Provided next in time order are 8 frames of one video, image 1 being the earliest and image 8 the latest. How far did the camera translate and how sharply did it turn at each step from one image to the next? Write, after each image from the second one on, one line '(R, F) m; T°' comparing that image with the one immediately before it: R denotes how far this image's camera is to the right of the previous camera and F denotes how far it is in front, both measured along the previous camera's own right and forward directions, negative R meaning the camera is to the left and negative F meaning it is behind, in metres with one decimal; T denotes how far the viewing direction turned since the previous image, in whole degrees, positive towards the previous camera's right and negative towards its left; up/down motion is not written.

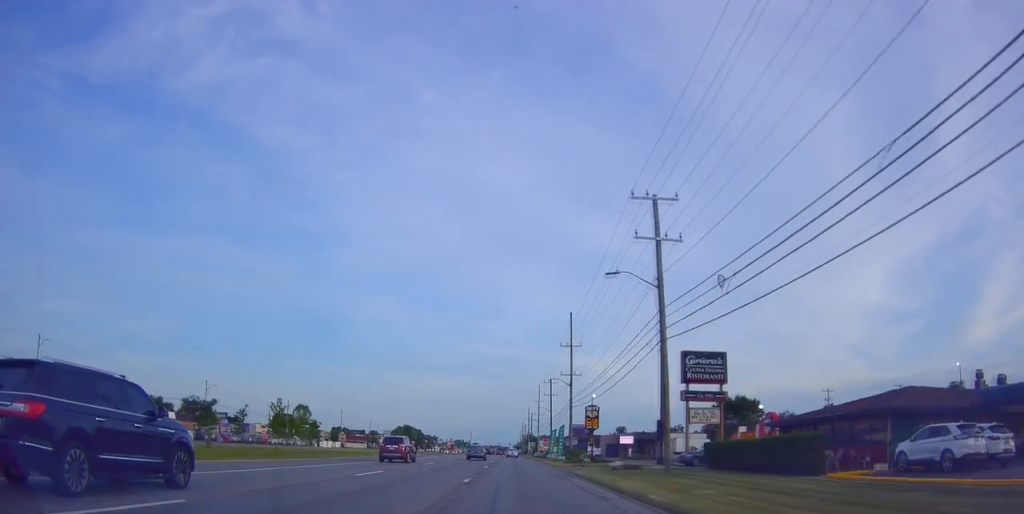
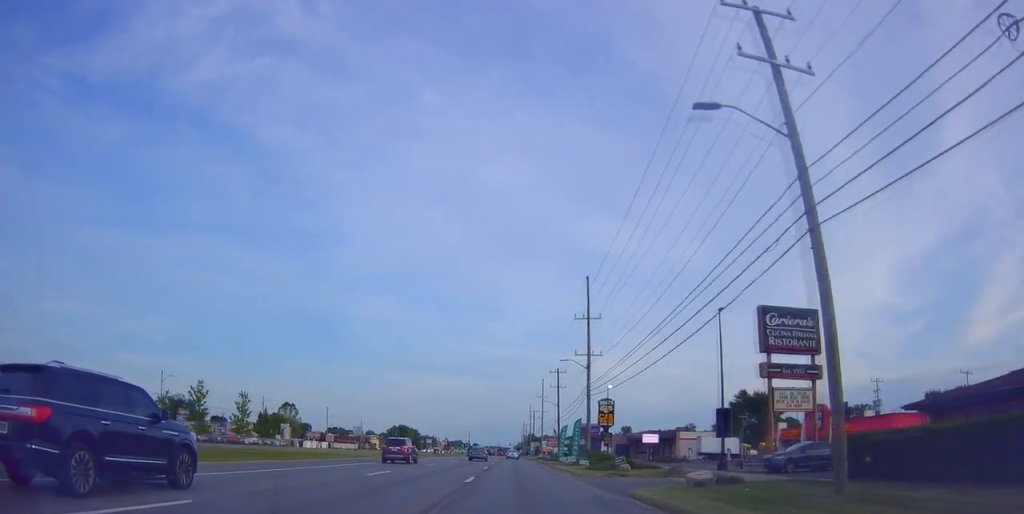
(+0.5, +15.0) m; +1°
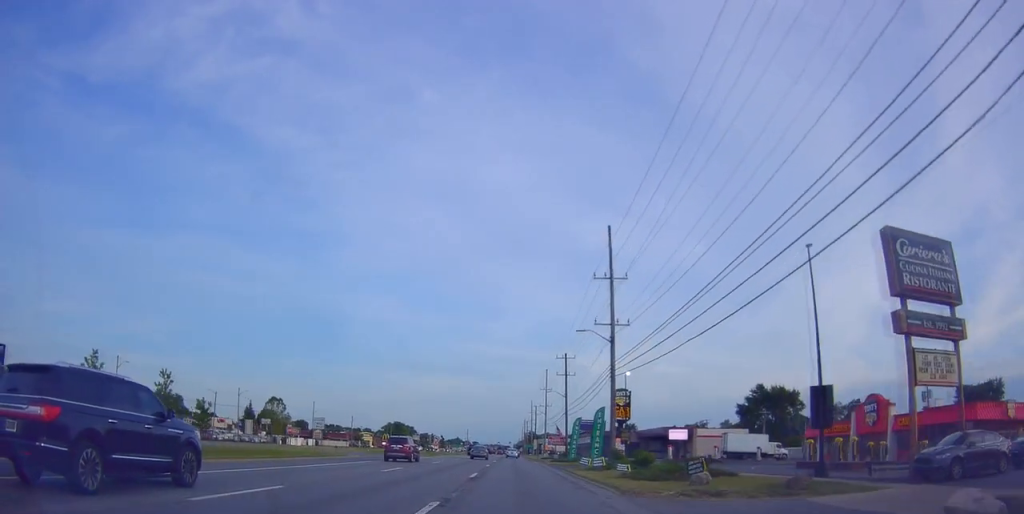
(-0.2, +12.3) m; -1°
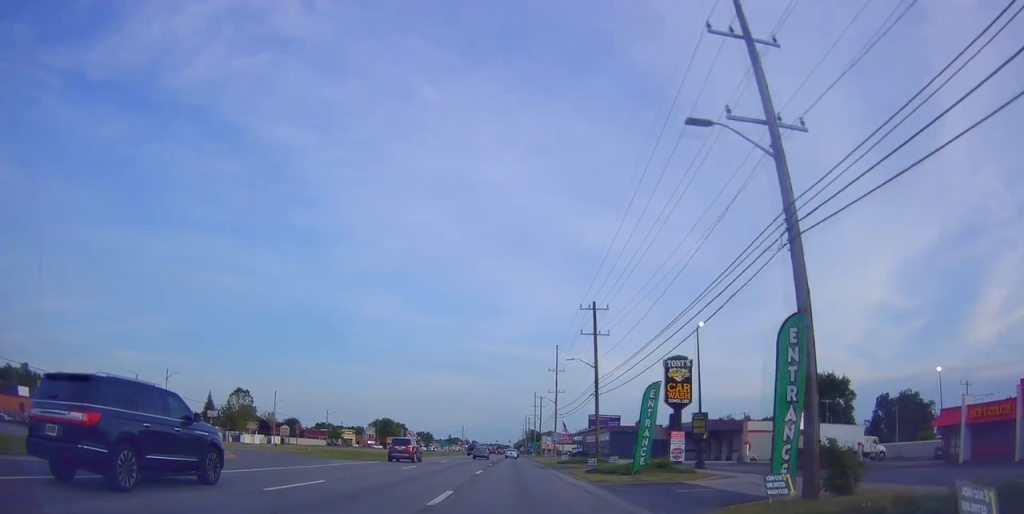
(-0.7, +27.3) m; -2°
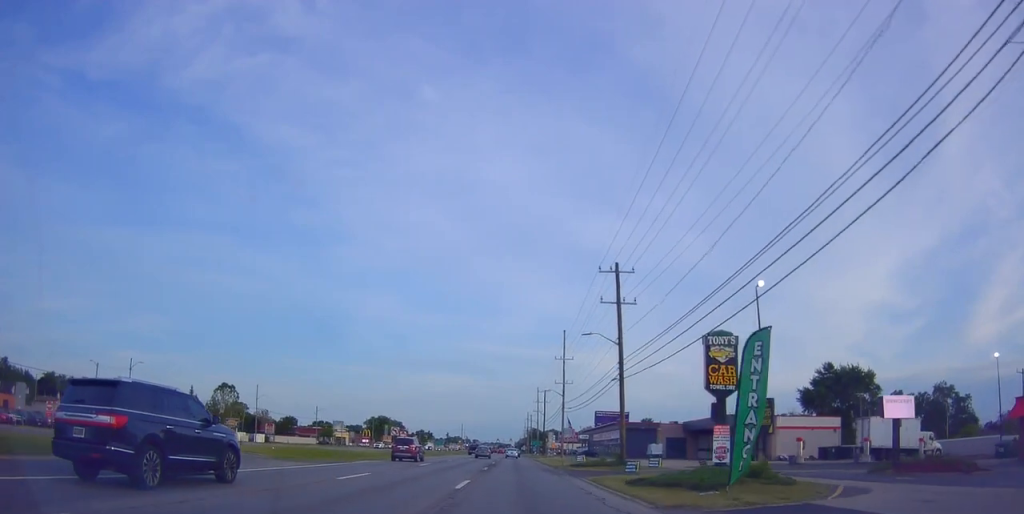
(0.0, +10.9) m; +1°
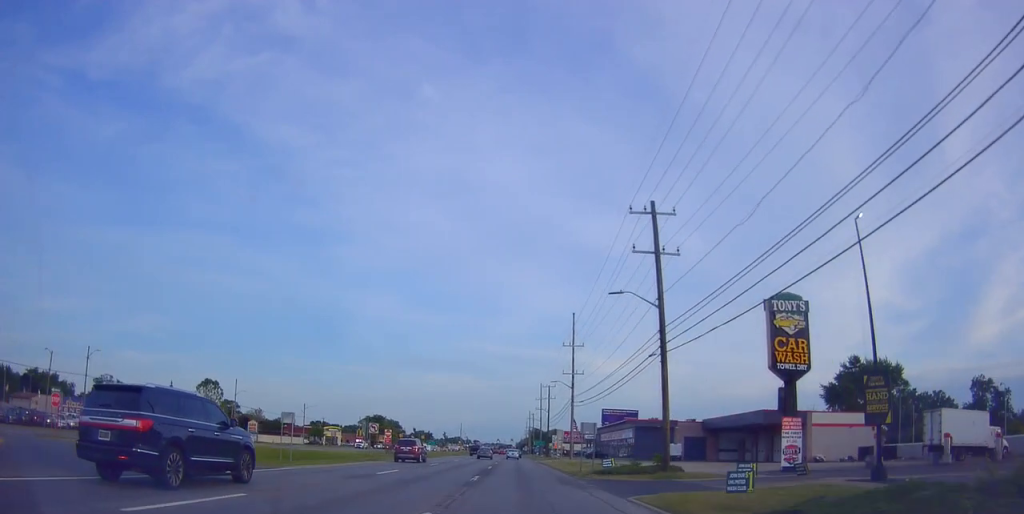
(-0.2, +10.9) m; +1°
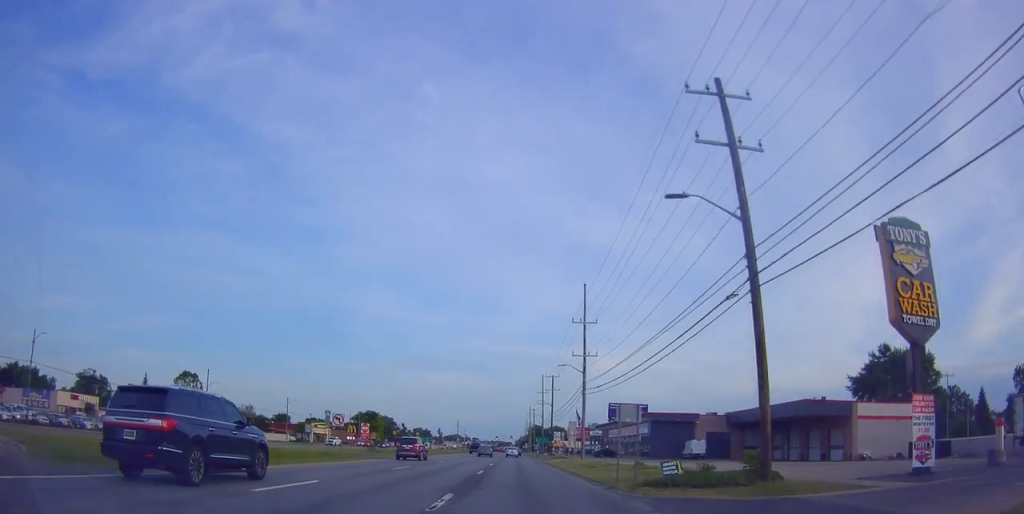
(+0.4, +11.3) m; +1°
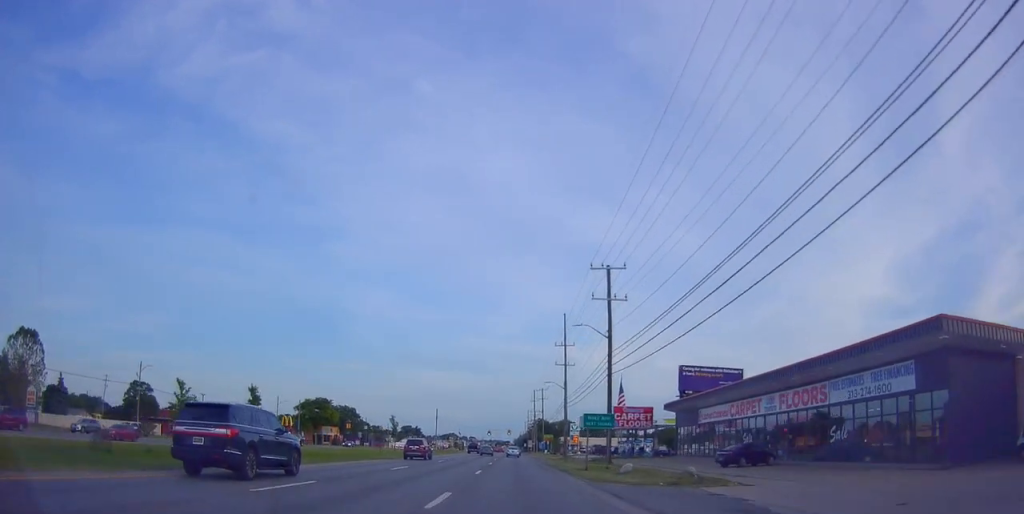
(+0.1, +59.6) m; -2°
